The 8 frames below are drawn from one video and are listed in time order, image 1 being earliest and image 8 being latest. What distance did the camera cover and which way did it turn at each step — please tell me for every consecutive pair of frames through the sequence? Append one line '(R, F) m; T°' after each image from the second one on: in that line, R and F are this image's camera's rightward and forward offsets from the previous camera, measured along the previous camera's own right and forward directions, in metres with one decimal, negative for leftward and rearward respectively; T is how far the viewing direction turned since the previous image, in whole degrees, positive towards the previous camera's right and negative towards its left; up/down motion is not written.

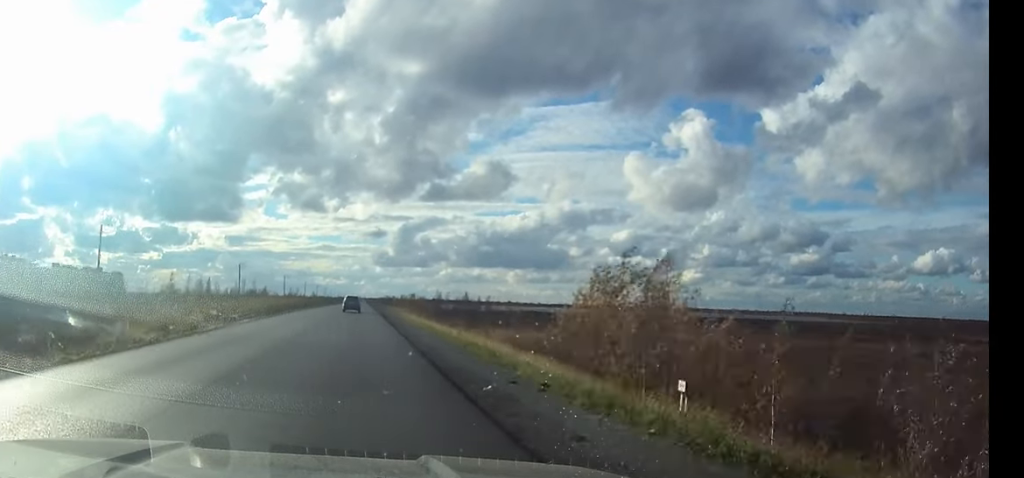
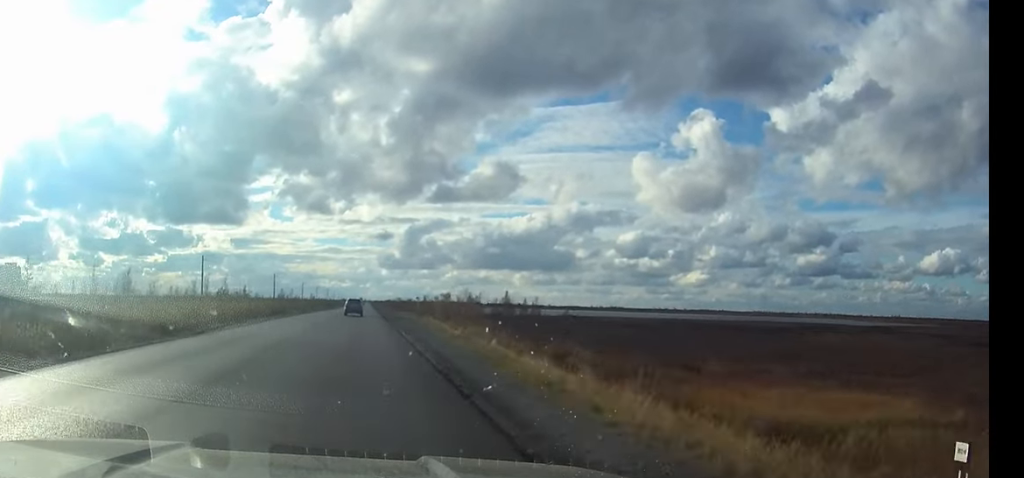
(-0.2, +44.9) m; 0°
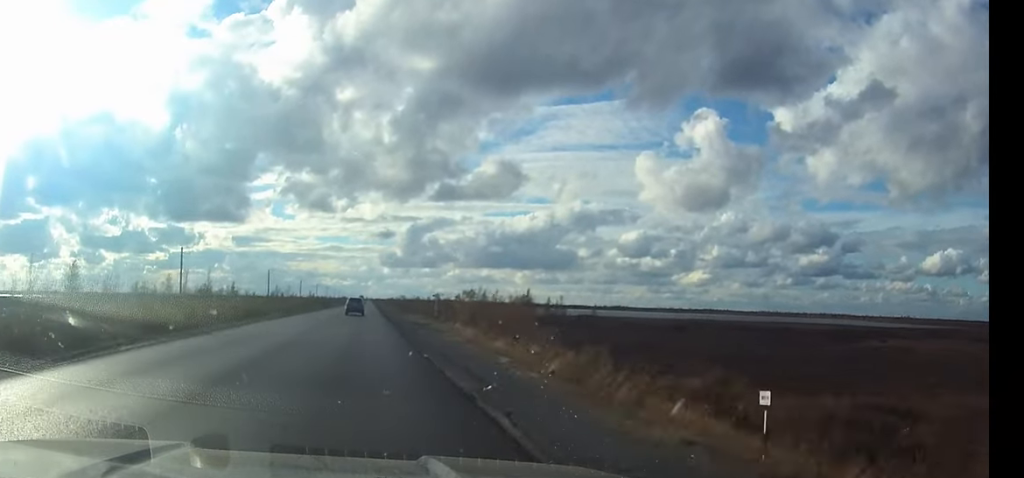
(0.0, +16.0) m; 0°
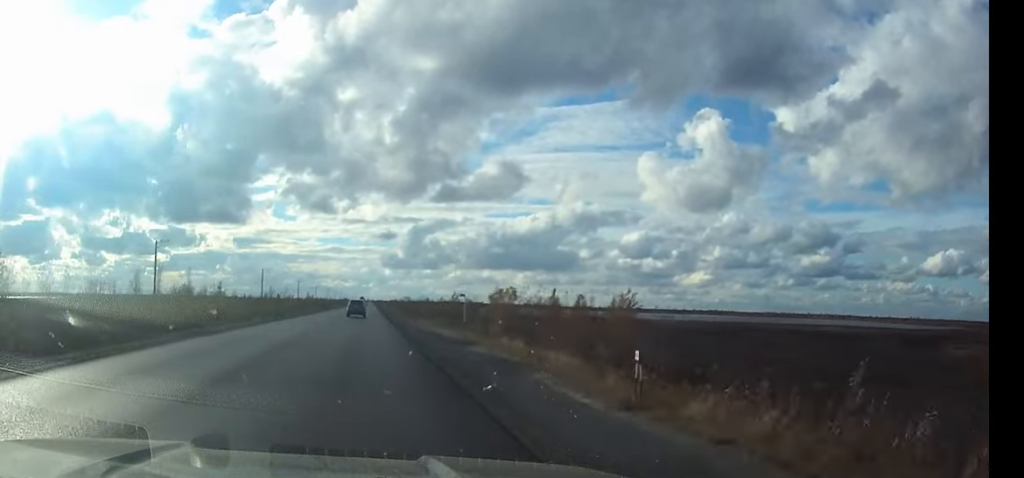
(0.0, +15.2) m; 0°
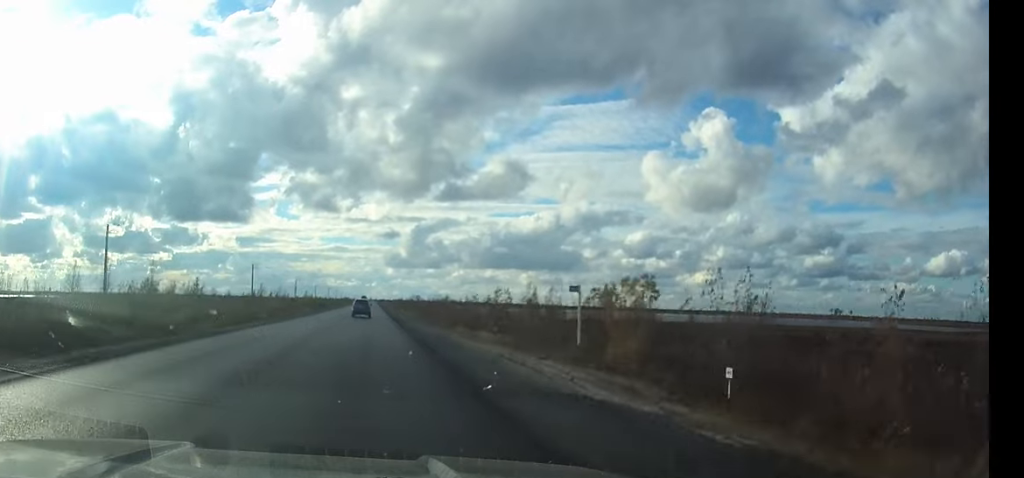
(-0.1, +22.7) m; 0°
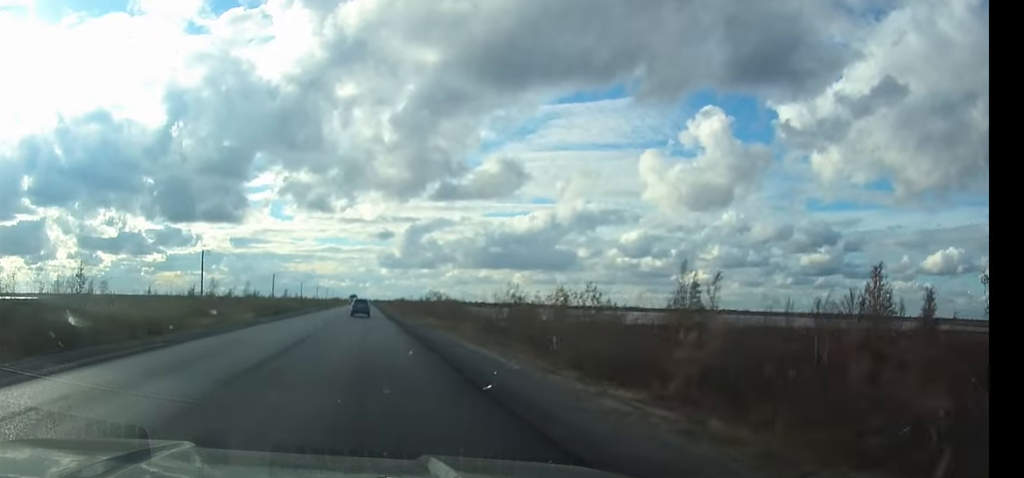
(+0.1, +49.6) m; 0°
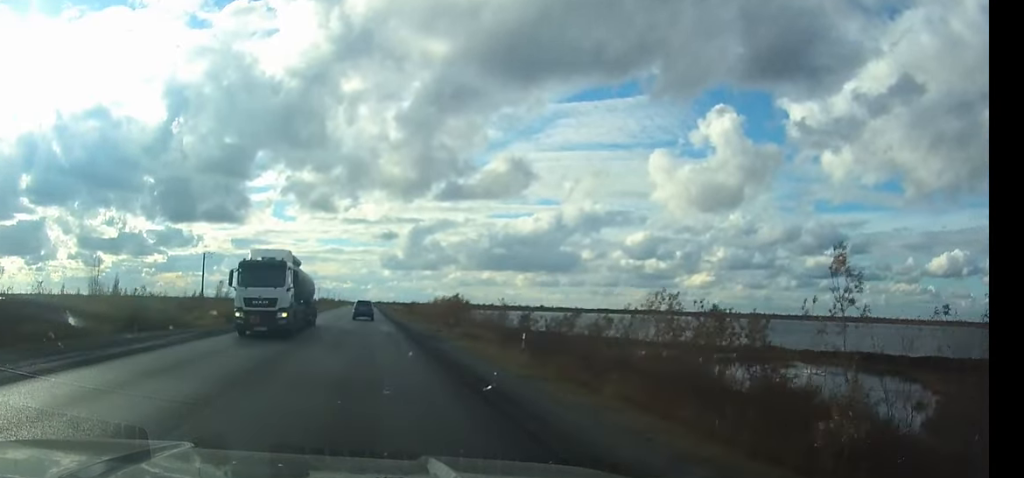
(0.0, +105.2) m; 0°
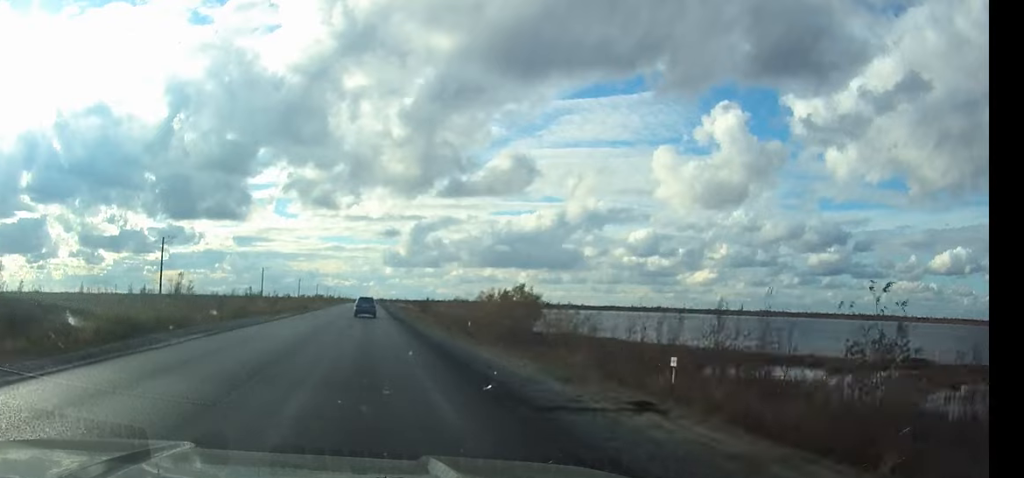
(0.0, +29.8) m; 0°
